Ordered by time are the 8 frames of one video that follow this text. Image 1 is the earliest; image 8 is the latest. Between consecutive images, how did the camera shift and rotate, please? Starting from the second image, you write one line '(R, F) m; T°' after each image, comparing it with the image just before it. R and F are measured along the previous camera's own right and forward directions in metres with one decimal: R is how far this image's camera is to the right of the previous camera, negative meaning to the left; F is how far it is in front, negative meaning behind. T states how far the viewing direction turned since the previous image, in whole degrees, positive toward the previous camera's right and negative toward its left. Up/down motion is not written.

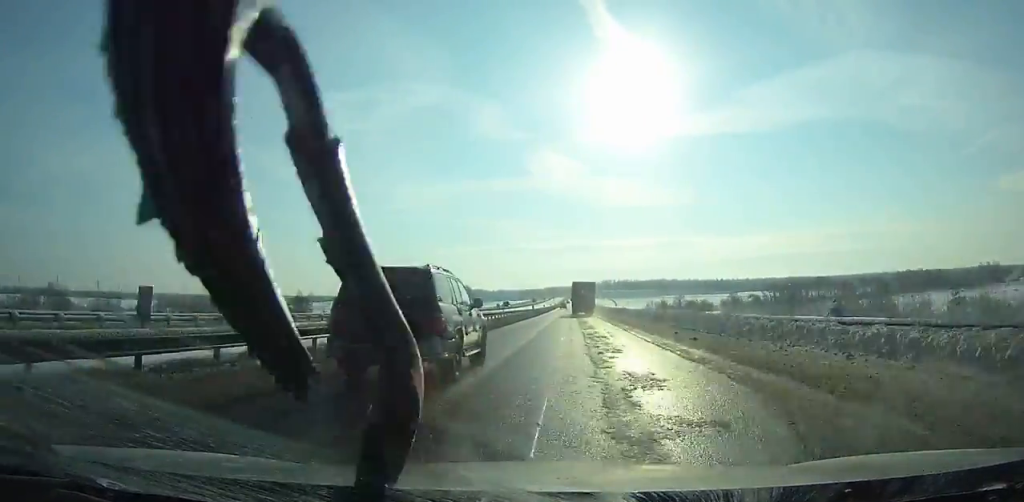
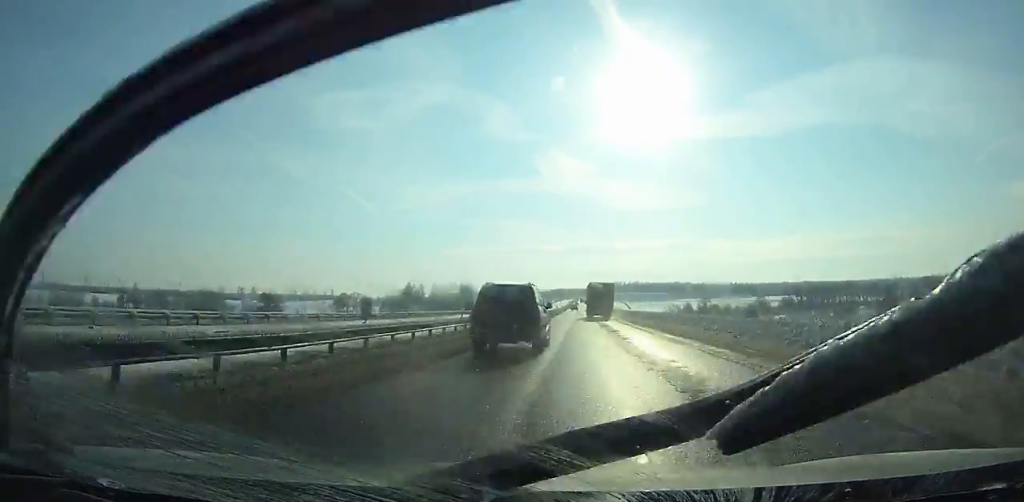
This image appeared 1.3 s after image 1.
(0.0, +33.3) m; 0°
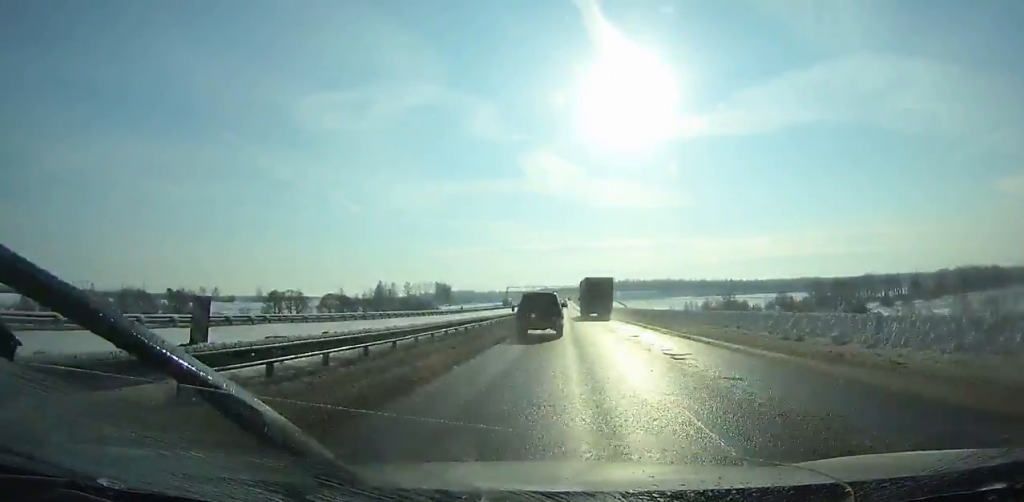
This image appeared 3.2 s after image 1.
(-0.1, +48.7) m; 0°
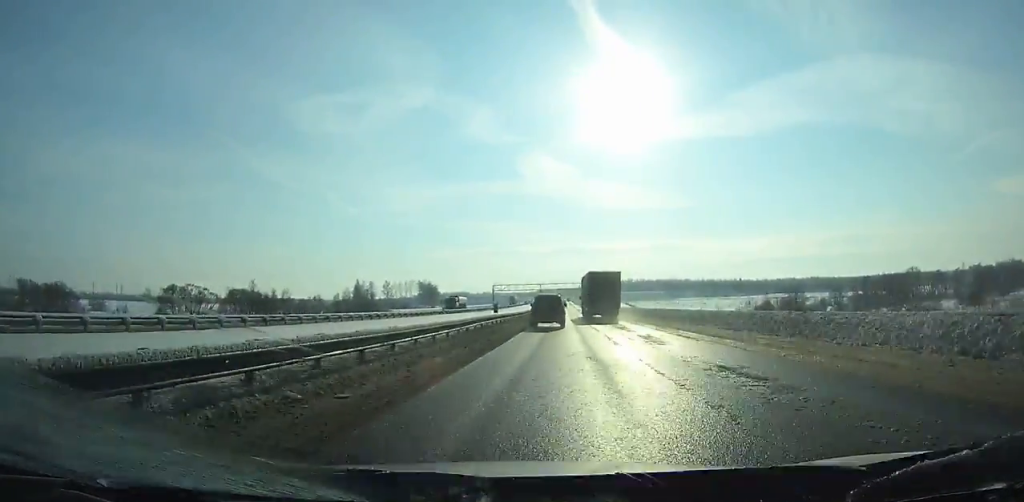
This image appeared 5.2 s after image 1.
(+0.2, +52.0) m; 0°
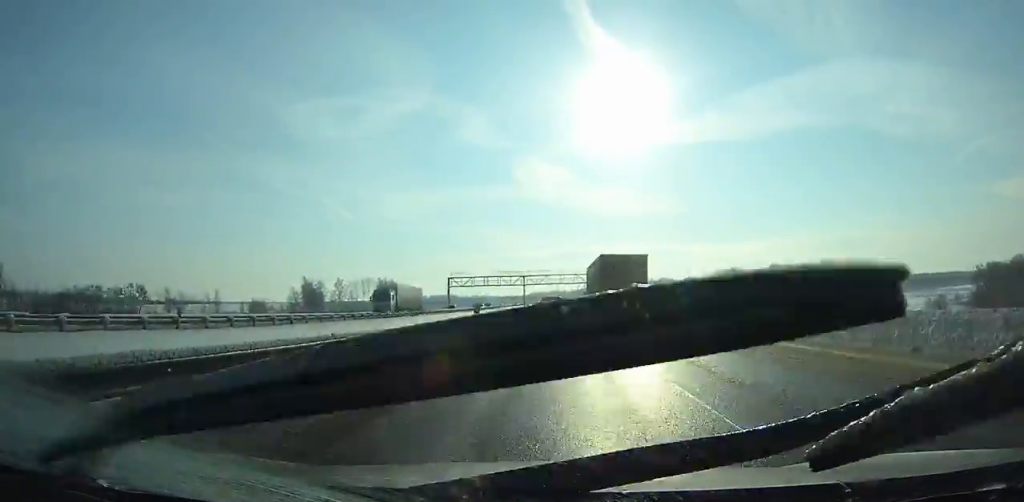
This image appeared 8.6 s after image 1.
(+0.3, +89.5) m; 0°
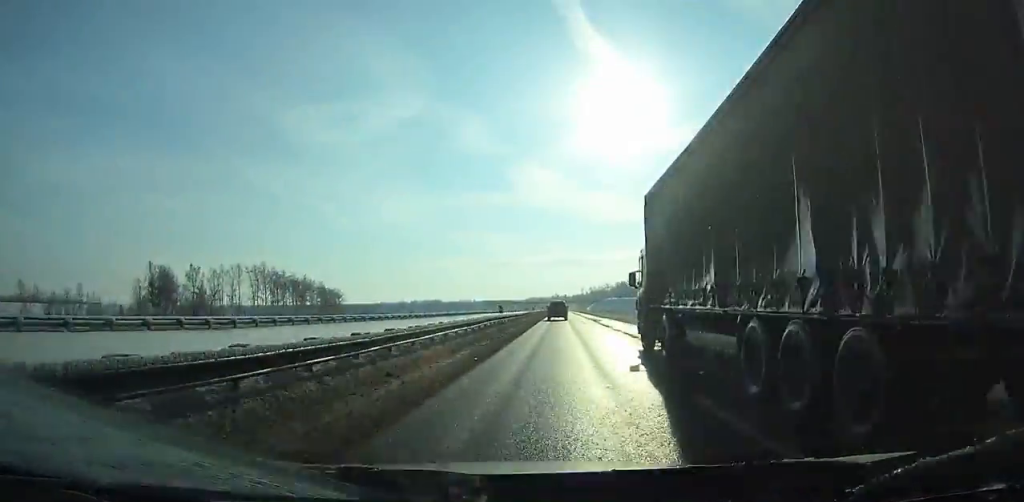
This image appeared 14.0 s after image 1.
(+0.5, +145.7) m; 0°
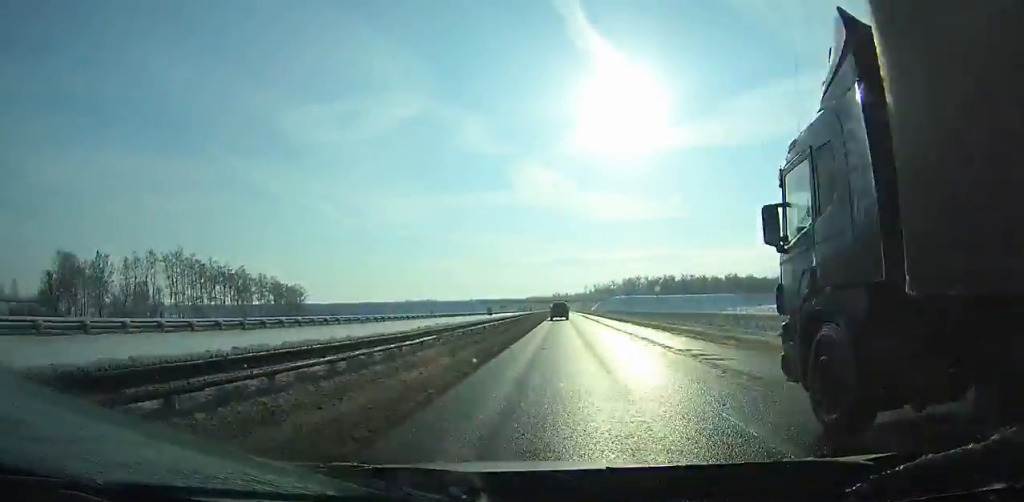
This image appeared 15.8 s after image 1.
(+0.1, +49.5) m; 0°
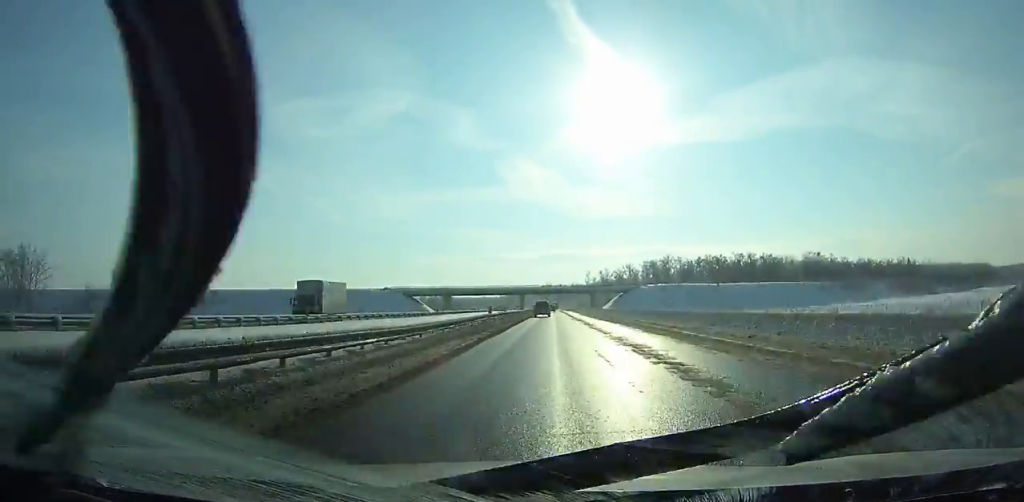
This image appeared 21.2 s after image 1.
(+0.2, +150.7) m; 0°
